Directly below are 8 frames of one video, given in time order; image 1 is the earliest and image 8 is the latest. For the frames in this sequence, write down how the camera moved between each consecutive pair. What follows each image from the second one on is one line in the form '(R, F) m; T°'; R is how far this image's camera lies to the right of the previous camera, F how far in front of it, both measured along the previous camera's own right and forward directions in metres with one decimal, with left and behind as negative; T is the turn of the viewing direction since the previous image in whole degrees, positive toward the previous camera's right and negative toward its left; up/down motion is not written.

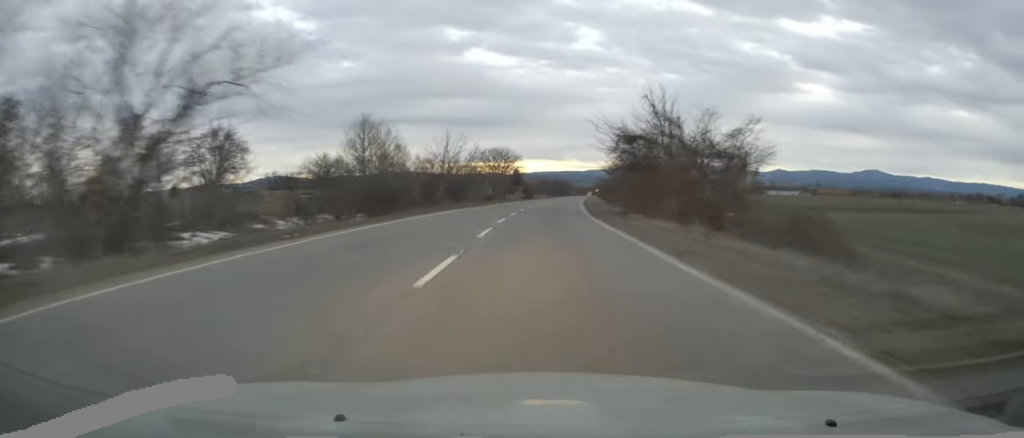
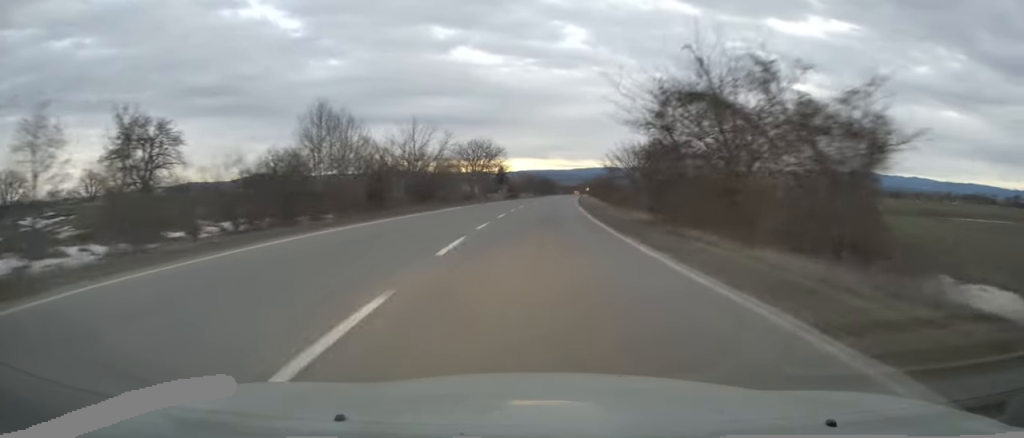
(+0.1, +12.2) m; +1°
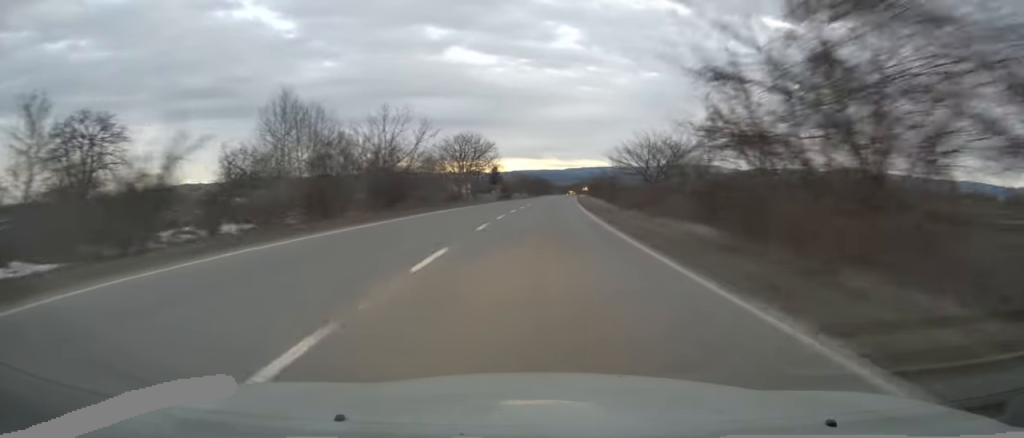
(0.0, +9.2) m; +1°
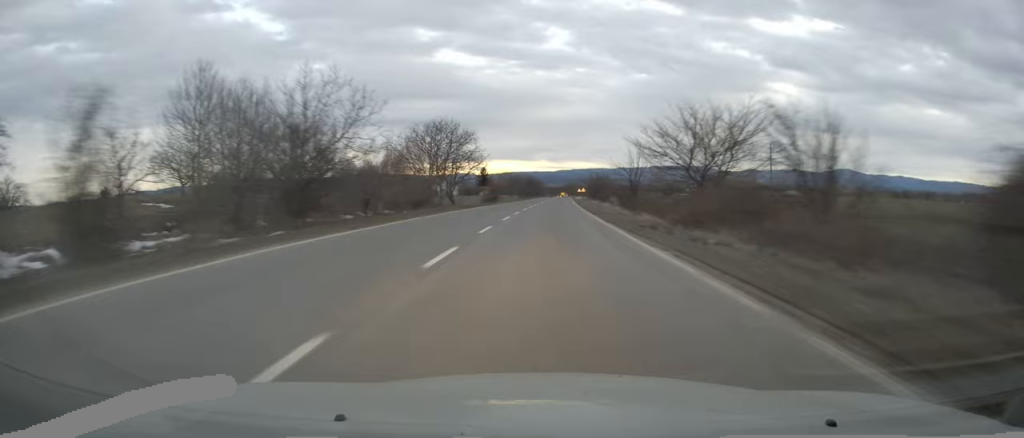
(+0.2, +15.2) m; +1°
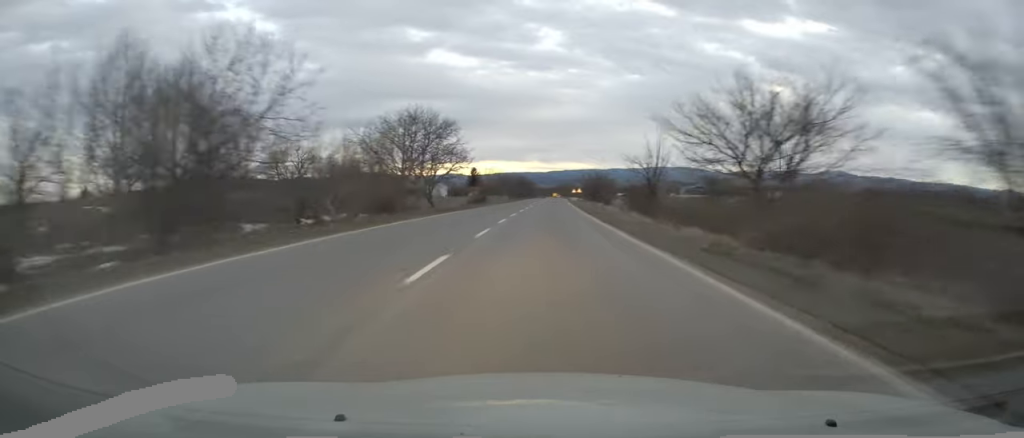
(0.0, +9.1) m; +1°
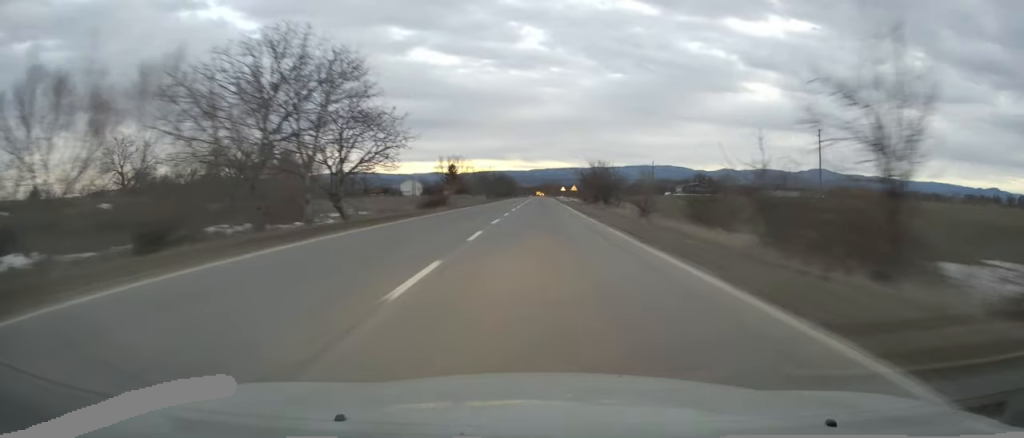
(+0.4, +24.3) m; +1°
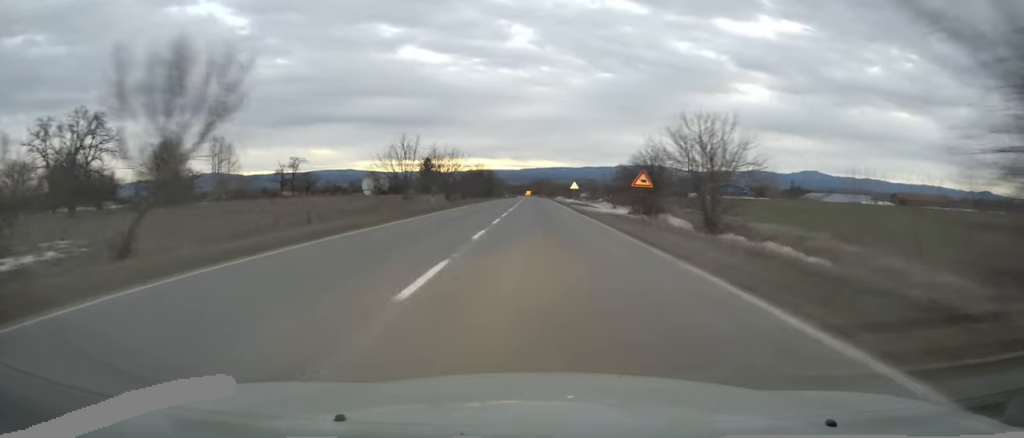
(+0.5, +53.9) m; +1°
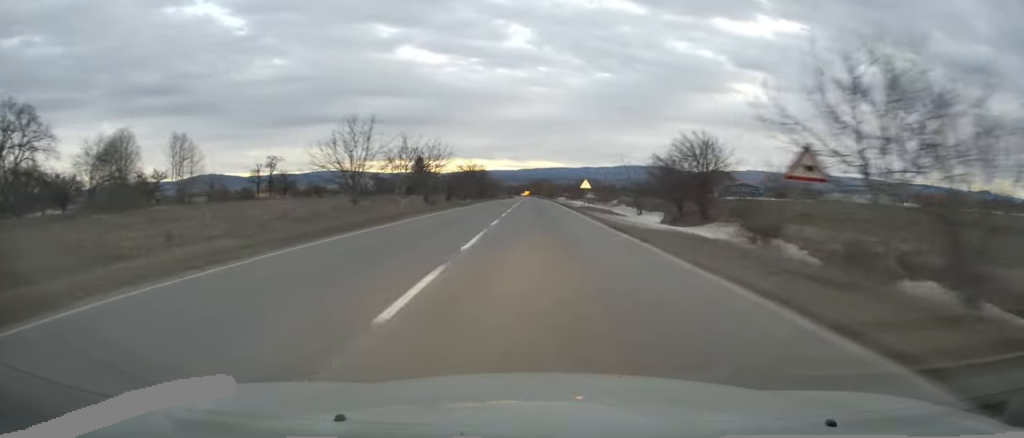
(+0.2, +15.9) m; 0°
